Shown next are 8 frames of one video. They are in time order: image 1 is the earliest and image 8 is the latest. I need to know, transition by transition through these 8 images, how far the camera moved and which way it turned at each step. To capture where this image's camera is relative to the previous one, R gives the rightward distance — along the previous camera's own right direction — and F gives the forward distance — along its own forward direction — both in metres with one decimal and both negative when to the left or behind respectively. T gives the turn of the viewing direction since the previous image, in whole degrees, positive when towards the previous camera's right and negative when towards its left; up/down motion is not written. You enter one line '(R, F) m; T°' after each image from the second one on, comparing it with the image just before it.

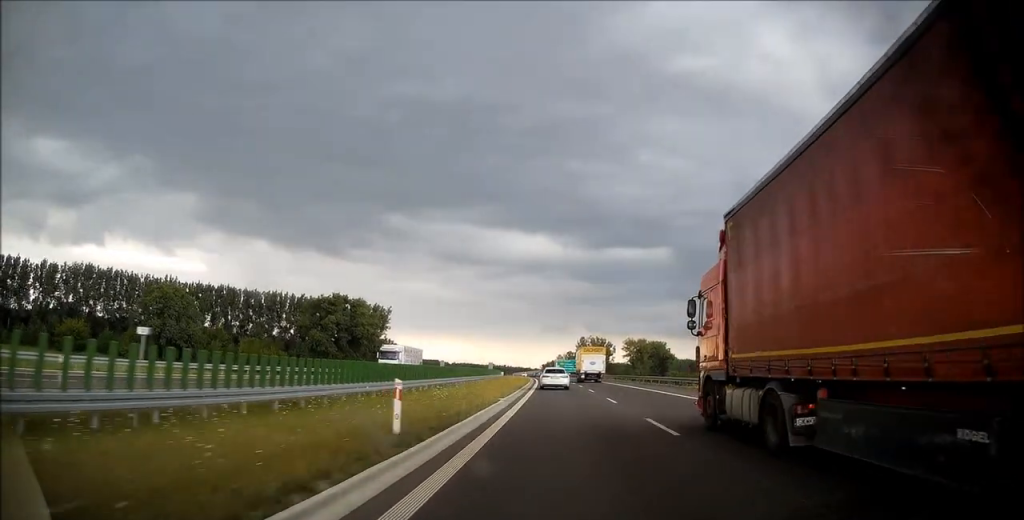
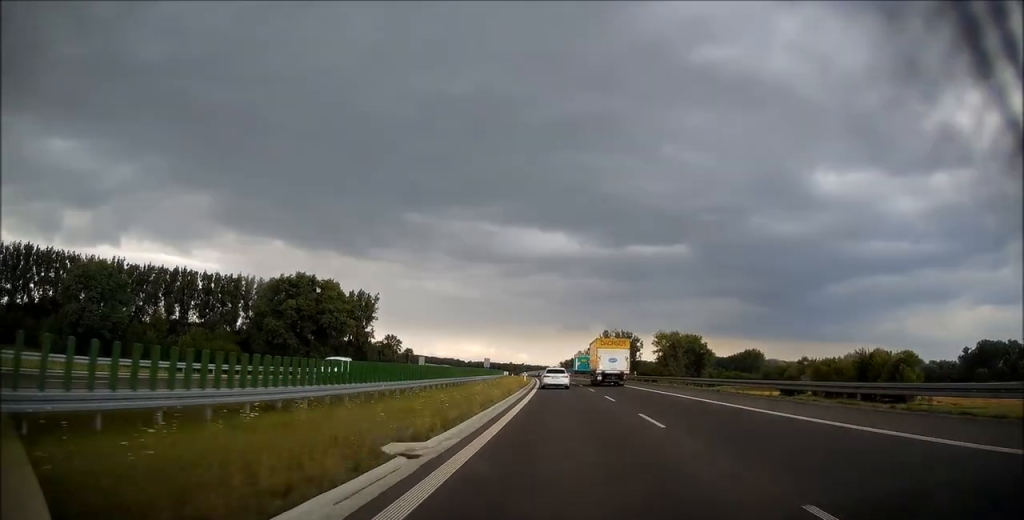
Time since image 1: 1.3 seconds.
(-0.8, +46.3) m; -2°
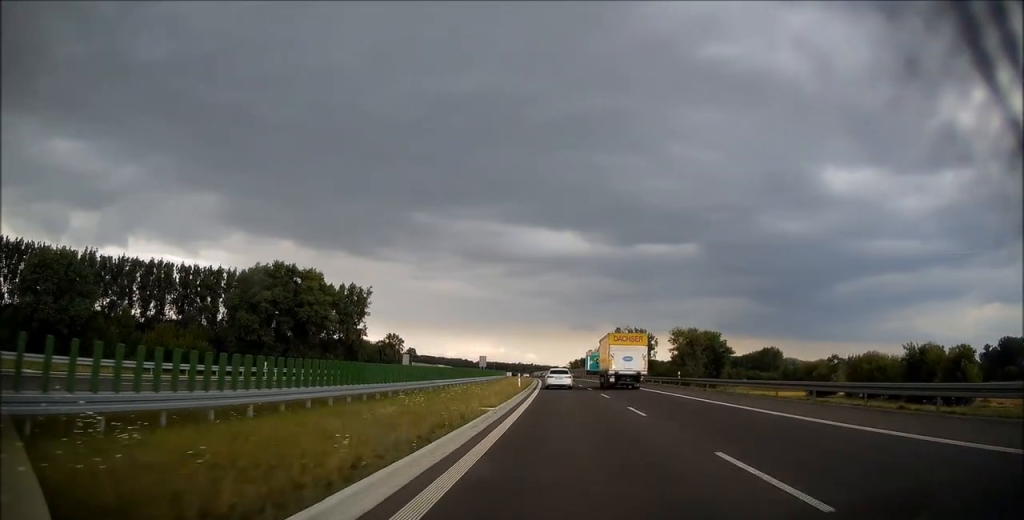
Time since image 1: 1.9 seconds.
(-0.2, +20.2) m; -1°
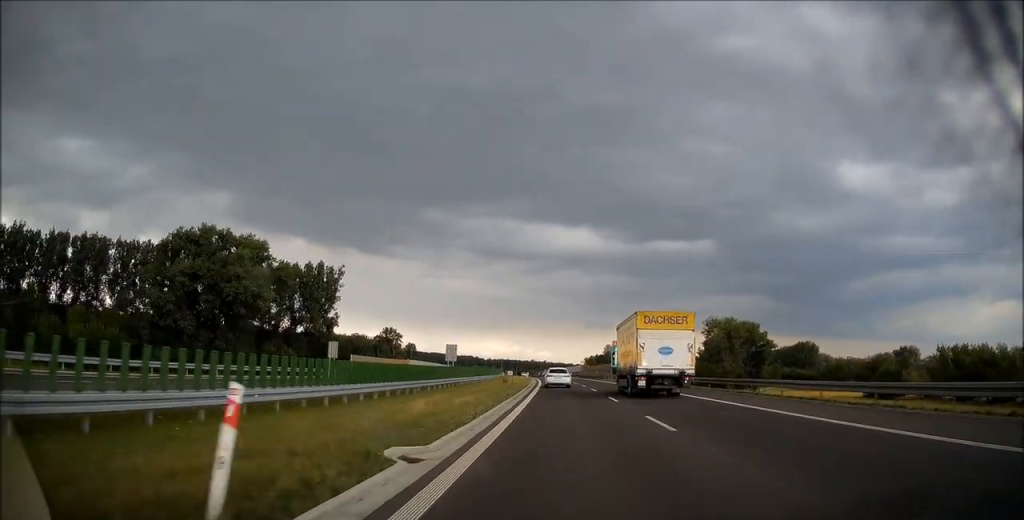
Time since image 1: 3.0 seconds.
(-0.4, +40.6) m; -1°
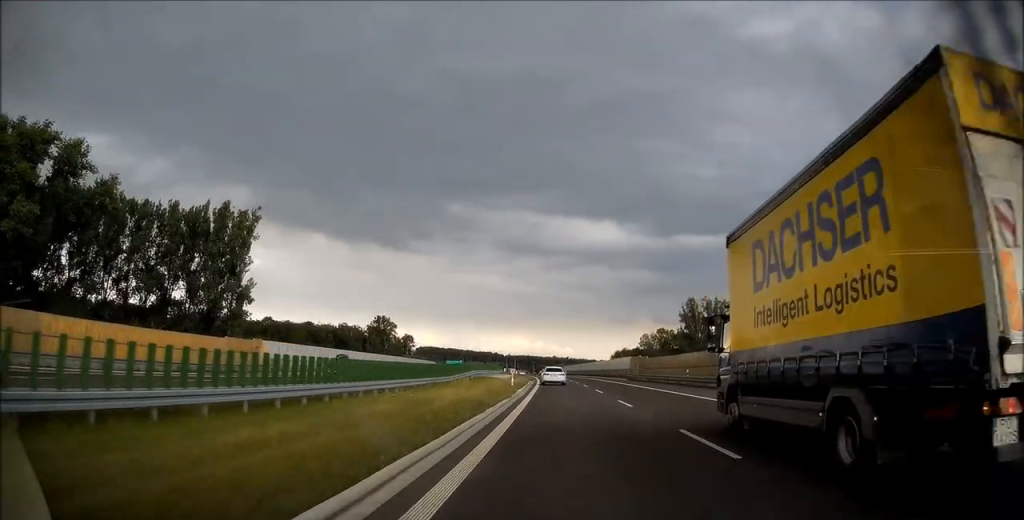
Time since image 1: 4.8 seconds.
(-1.3, +64.2) m; -2°
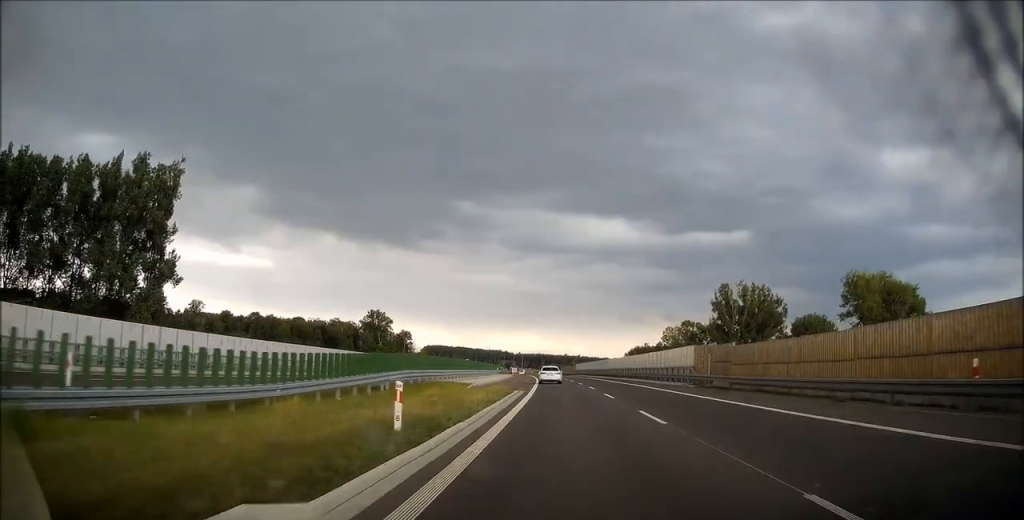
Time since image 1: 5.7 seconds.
(-0.3, +30.7) m; -1°
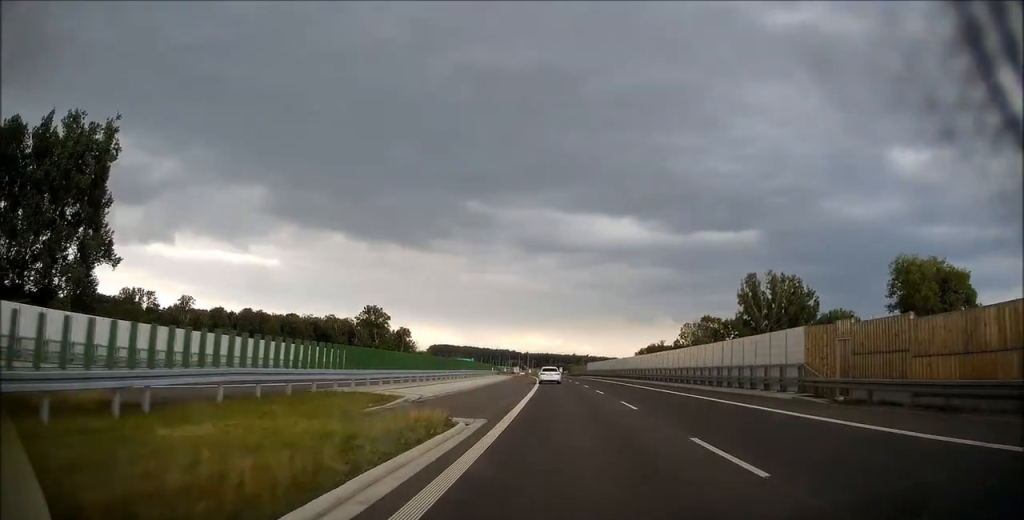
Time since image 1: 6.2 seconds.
(-0.1, +18.8) m; -1°
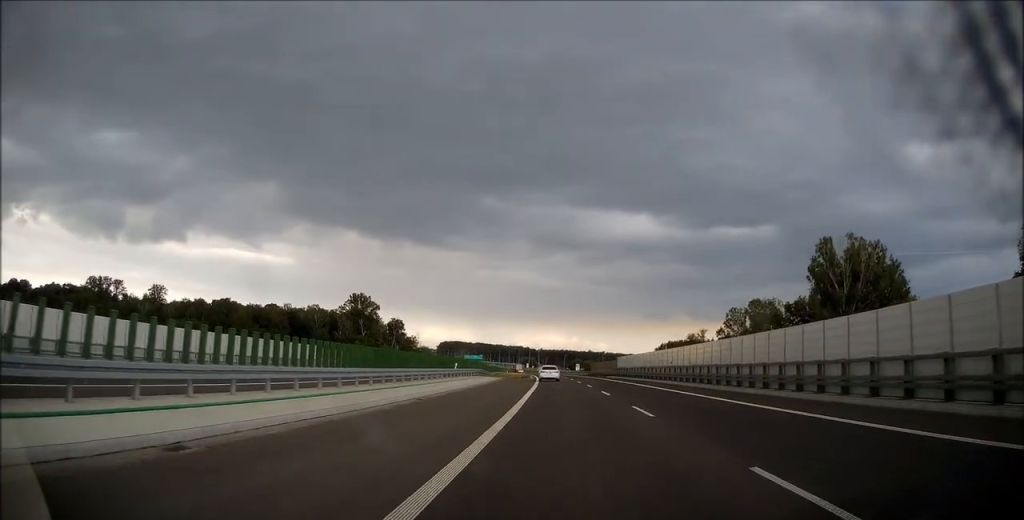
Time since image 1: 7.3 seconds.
(-0.5, +39.7) m; -1°
